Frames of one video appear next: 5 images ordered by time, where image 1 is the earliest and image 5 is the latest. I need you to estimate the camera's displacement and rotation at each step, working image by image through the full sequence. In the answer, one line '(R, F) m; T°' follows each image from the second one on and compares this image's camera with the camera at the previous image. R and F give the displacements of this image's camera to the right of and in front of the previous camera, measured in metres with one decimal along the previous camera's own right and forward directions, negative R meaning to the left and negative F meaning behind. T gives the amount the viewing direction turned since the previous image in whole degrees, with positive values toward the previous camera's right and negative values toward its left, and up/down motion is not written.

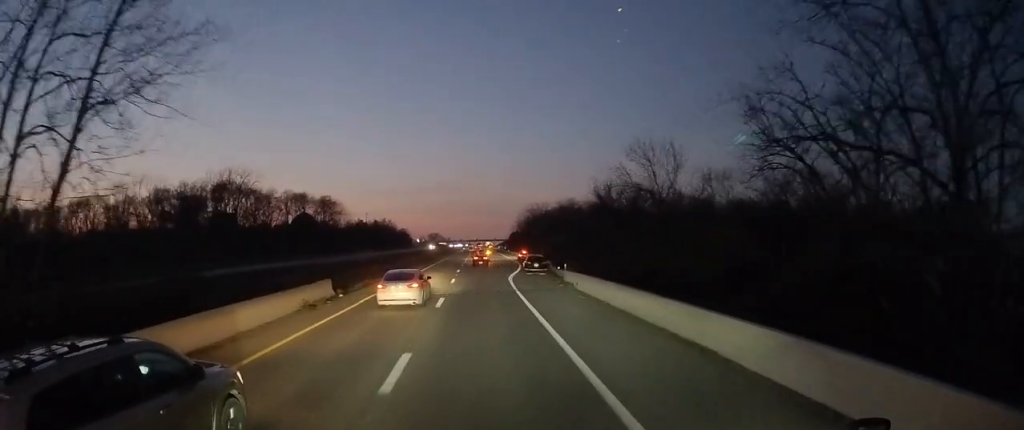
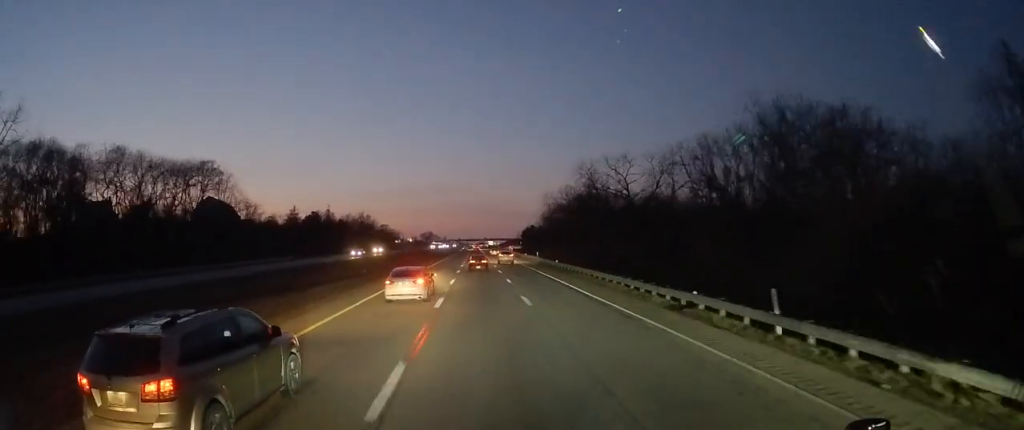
(+1.0, +85.4) m; +1°
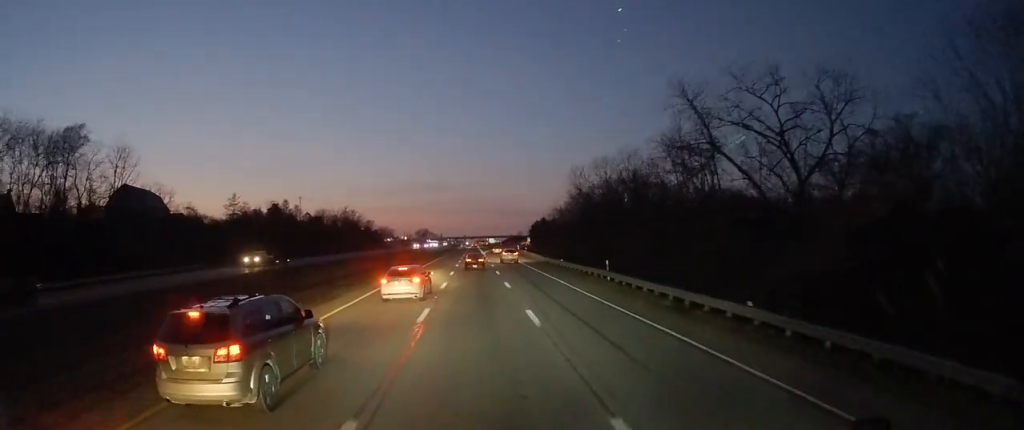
(-0.5, +40.6) m; -1°
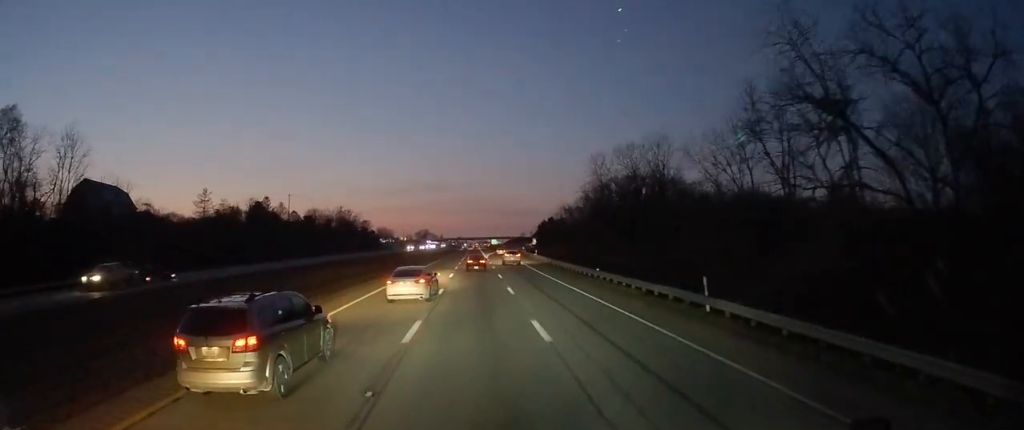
(-0.1, +14.9) m; 0°
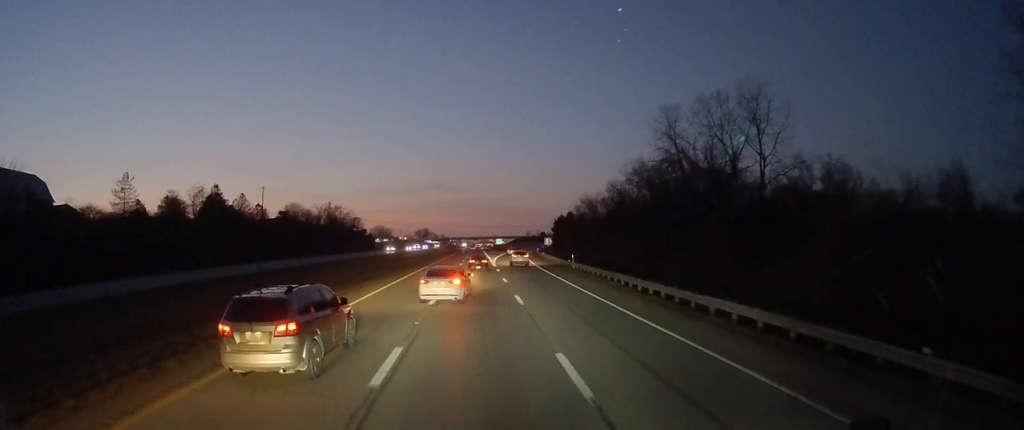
(+0.3, +28.8) m; 0°
